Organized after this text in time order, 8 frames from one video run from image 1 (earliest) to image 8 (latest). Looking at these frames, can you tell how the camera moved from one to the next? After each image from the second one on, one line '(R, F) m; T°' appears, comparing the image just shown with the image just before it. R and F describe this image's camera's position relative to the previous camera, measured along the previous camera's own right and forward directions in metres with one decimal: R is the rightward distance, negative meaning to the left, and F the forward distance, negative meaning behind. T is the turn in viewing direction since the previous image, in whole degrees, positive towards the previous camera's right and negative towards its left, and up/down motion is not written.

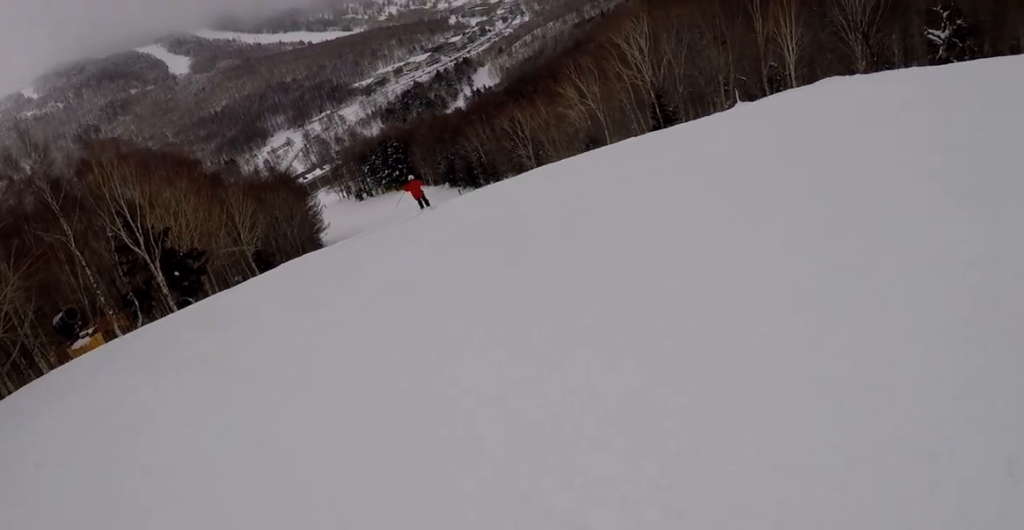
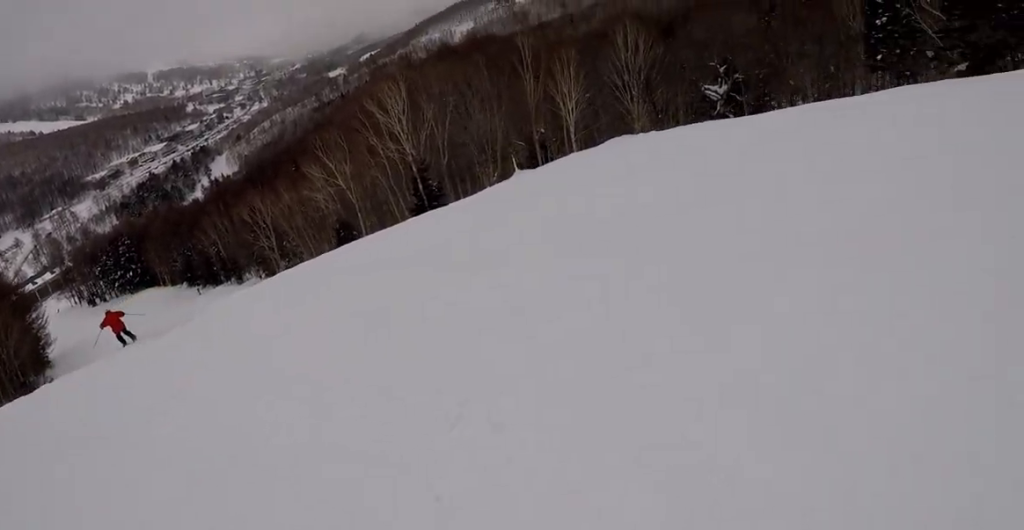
(+1.4, +9.1) m; +20°
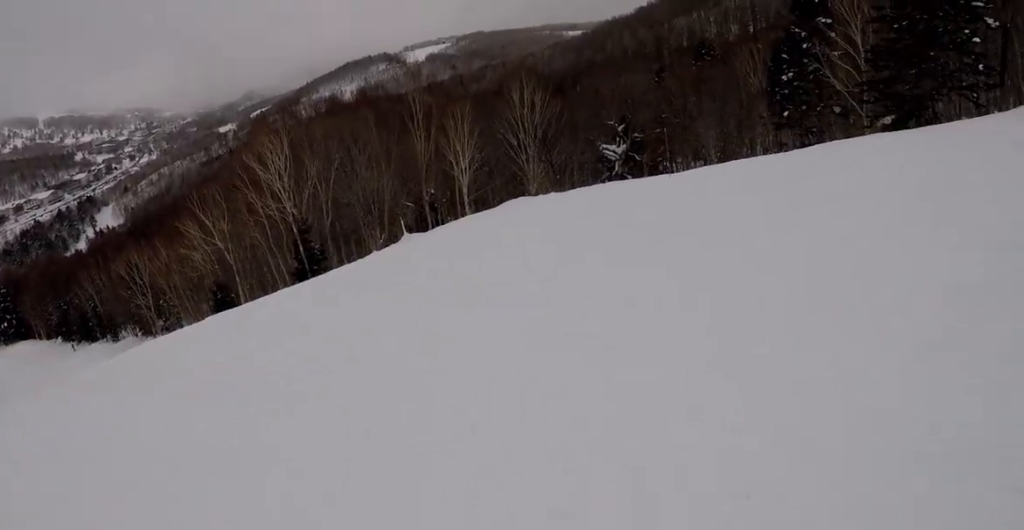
(+0.1, +3.9) m; +6°
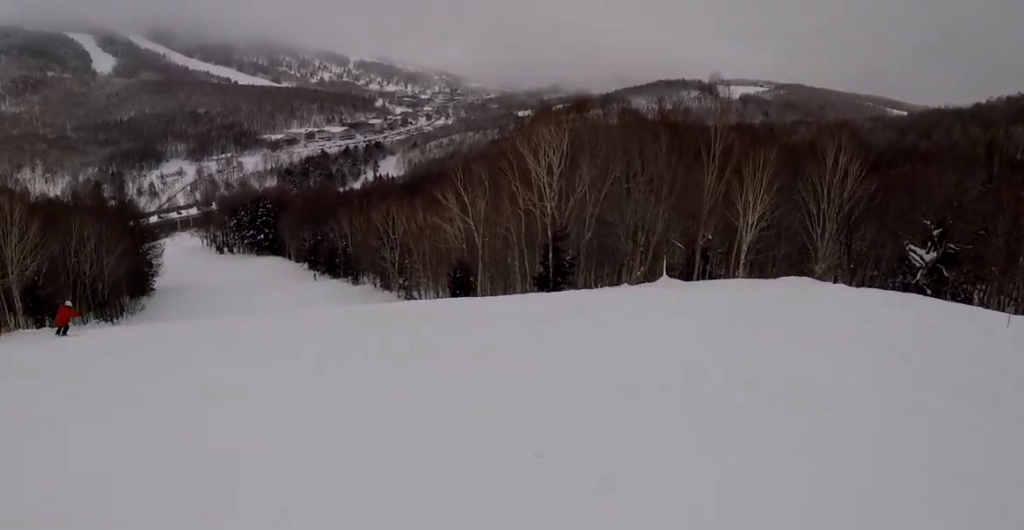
(+0.9, +4.6) m; 0°
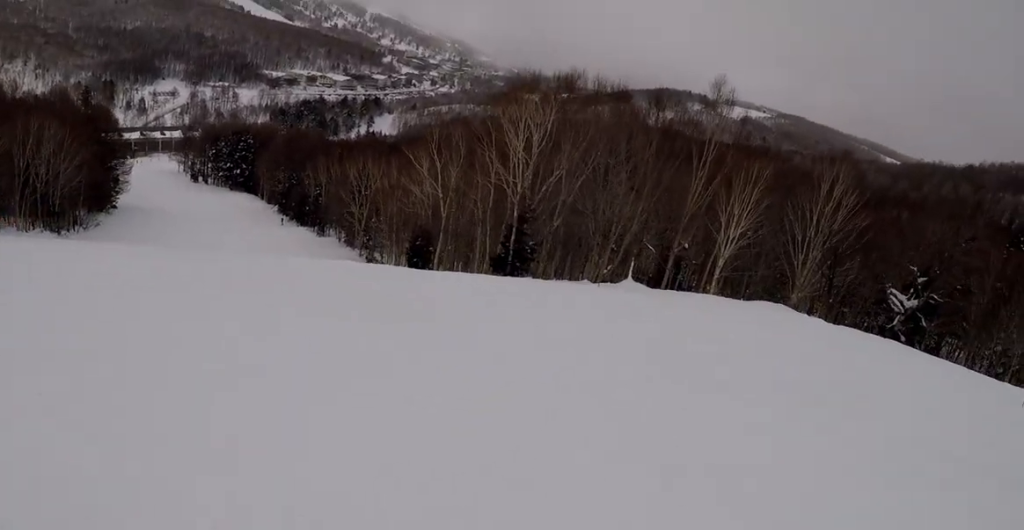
(+0.2, +3.8) m; -6°
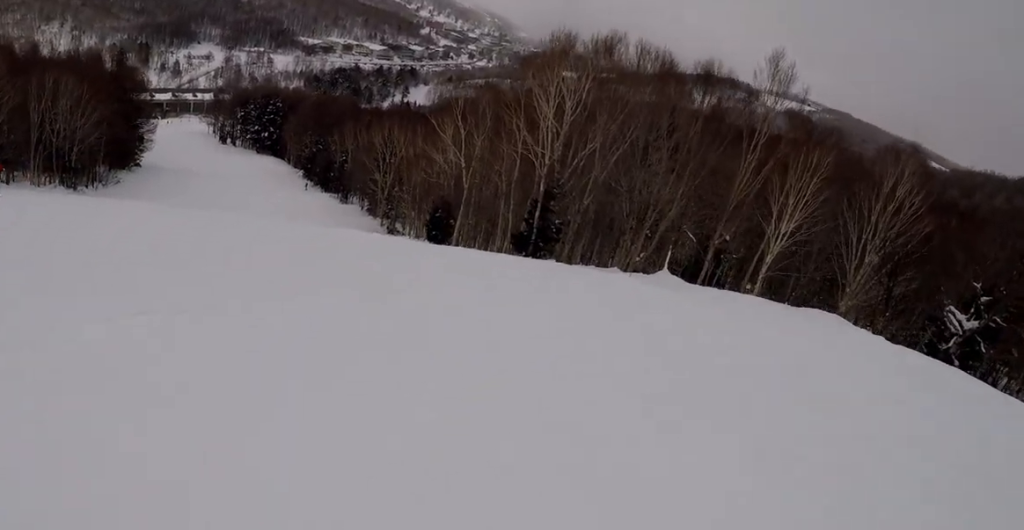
(-0.3, +3.8) m; -15°
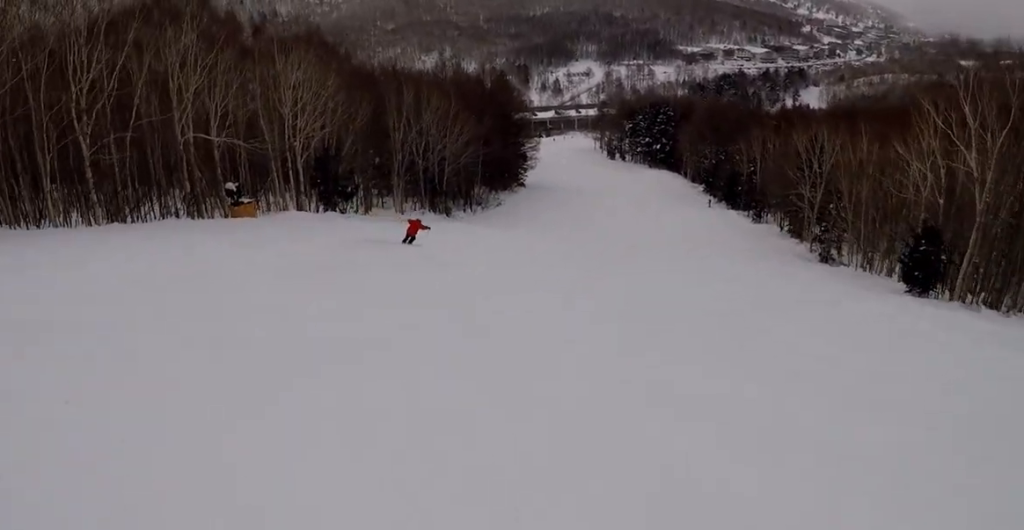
(-7.6, +13.1) m; -35°
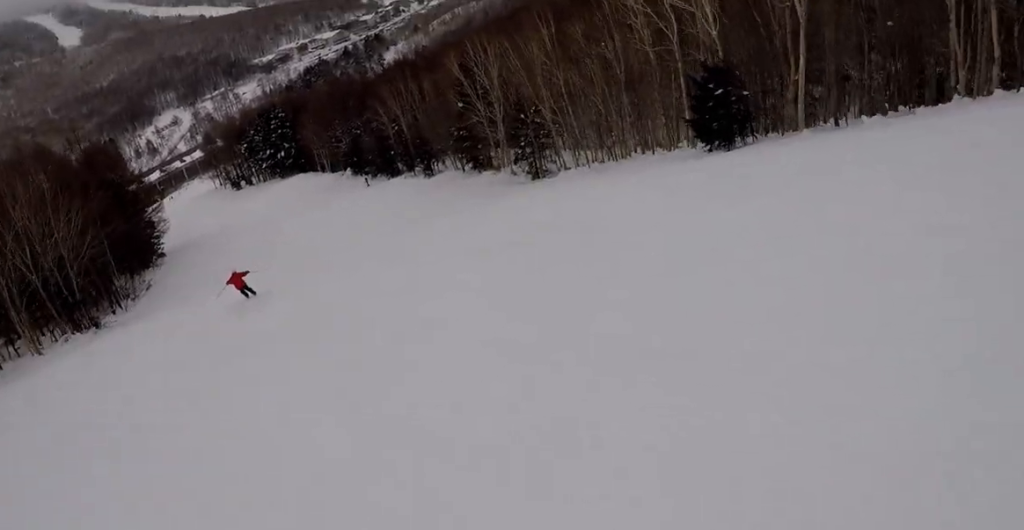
(+3.8, +14.8) m; +32°
